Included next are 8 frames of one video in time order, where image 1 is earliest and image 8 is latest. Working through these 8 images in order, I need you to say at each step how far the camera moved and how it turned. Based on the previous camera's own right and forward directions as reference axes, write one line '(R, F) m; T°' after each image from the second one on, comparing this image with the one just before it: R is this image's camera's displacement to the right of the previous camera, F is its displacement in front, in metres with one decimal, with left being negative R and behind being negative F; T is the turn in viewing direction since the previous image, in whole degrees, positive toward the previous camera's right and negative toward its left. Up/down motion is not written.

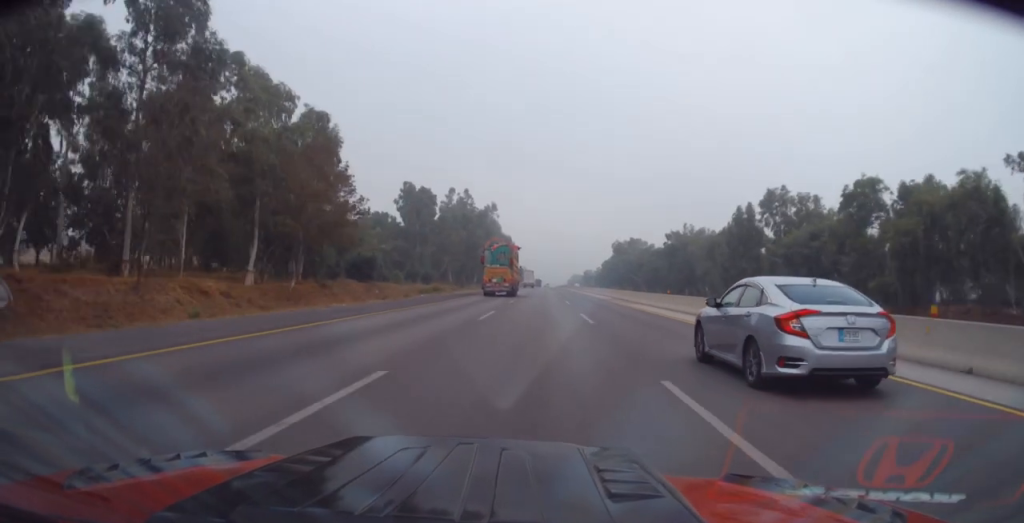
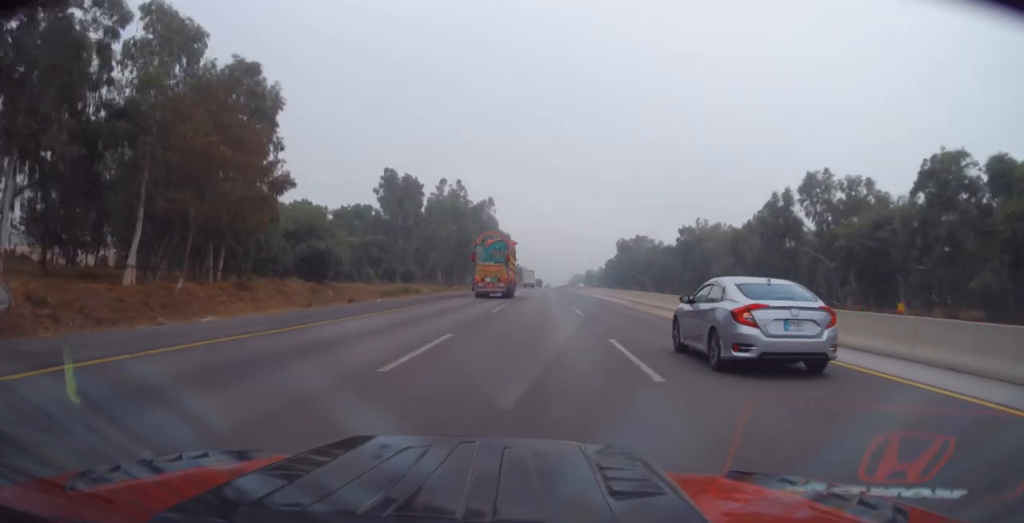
(0.0, +11.8) m; 0°
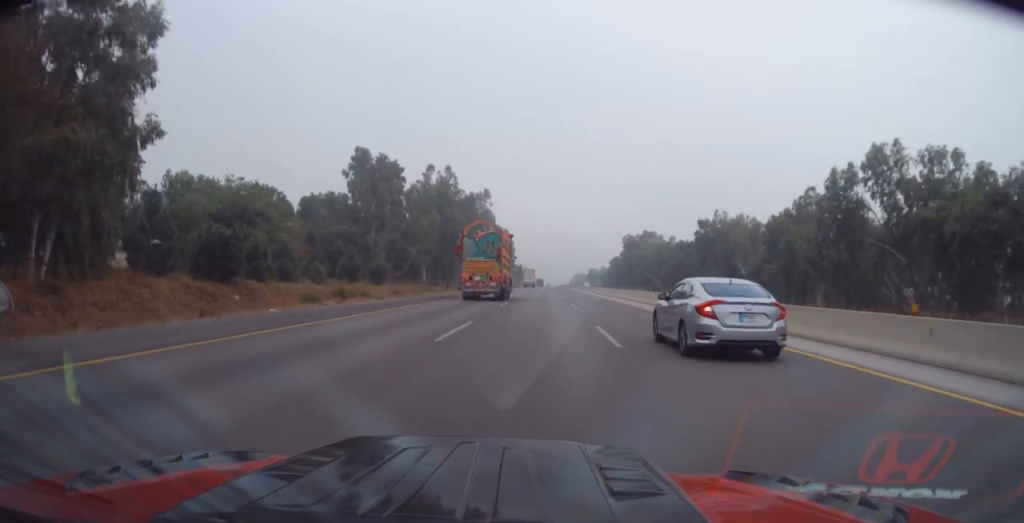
(0.0, +13.6) m; 0°
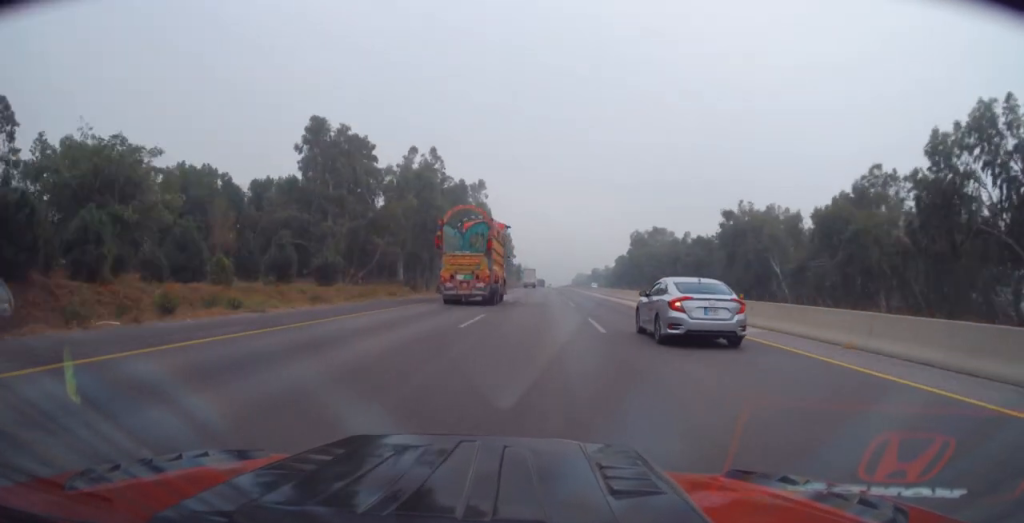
(0.0, +14.5) m; 0°
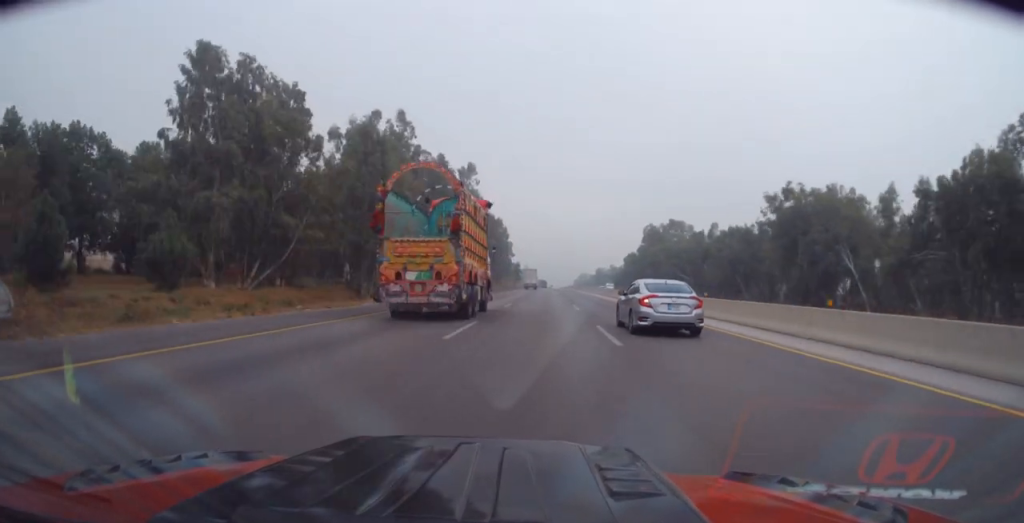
(0.0, +20.5) m; 0°
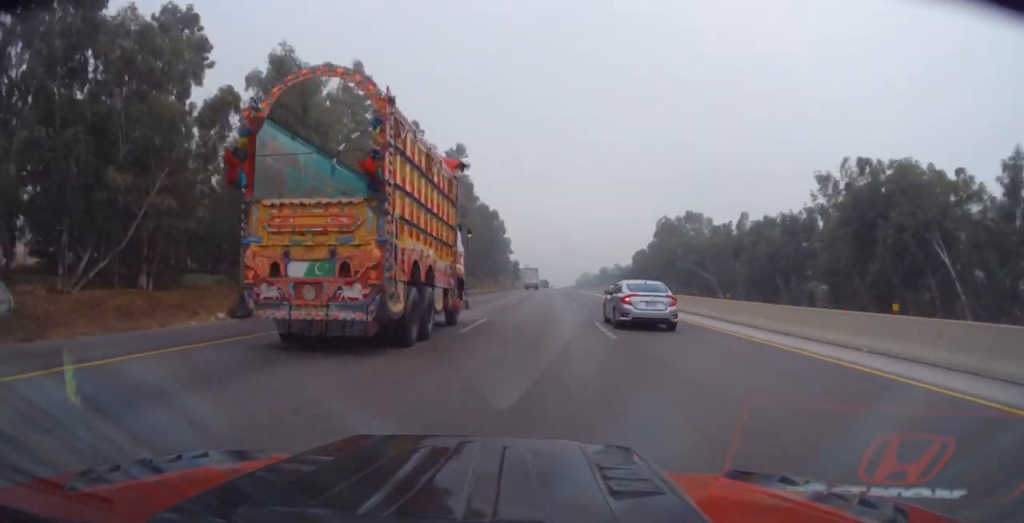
(0.0, +16.4) m; 0°
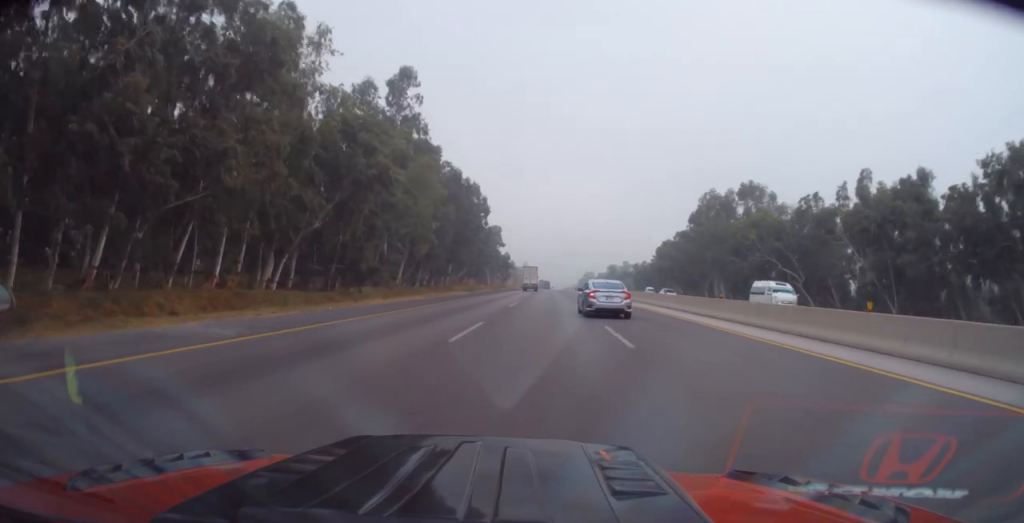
(0.0, +38.2) m; 0°
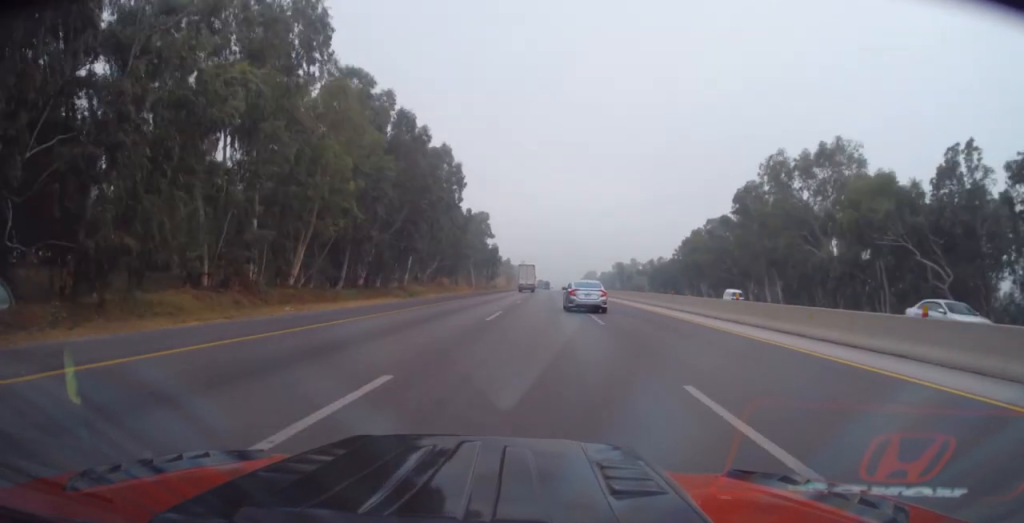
(0.0, +28.7) m; -1°
